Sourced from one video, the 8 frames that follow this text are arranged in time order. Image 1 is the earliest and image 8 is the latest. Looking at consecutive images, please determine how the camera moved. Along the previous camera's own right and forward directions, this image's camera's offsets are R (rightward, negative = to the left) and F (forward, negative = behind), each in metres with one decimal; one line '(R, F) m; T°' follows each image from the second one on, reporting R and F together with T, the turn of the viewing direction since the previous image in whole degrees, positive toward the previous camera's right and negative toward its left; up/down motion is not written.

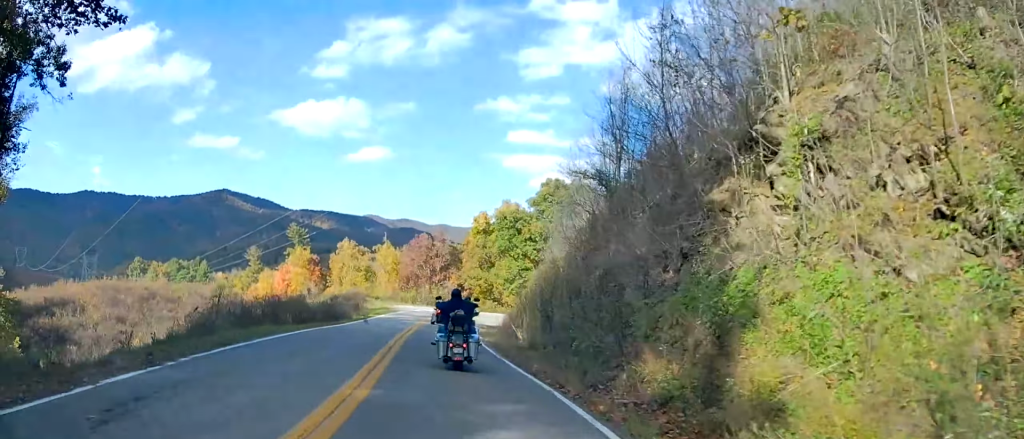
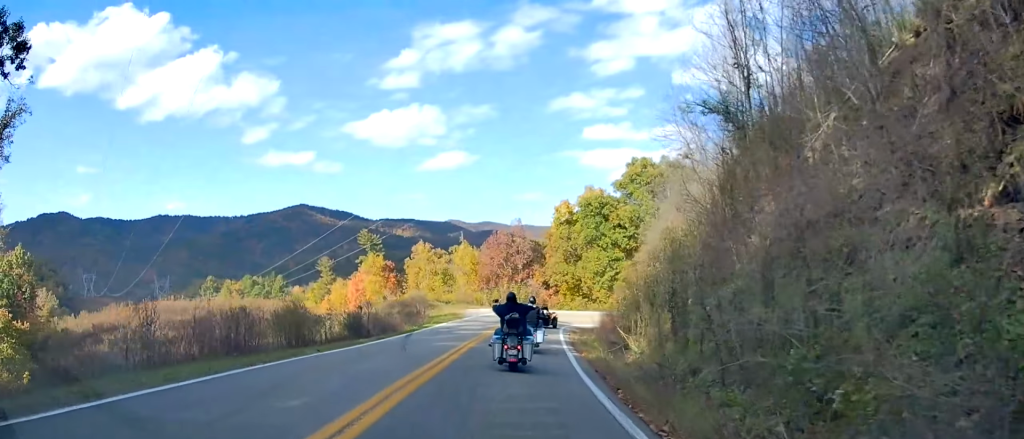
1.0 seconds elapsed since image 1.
(-0.6, +9.0) m; -15°
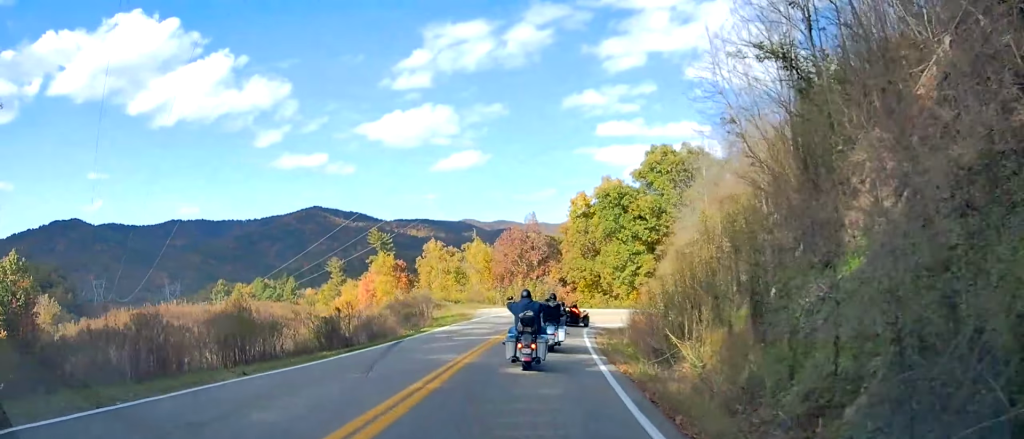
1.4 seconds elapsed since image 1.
(-0.9, +4.4) m; -2°
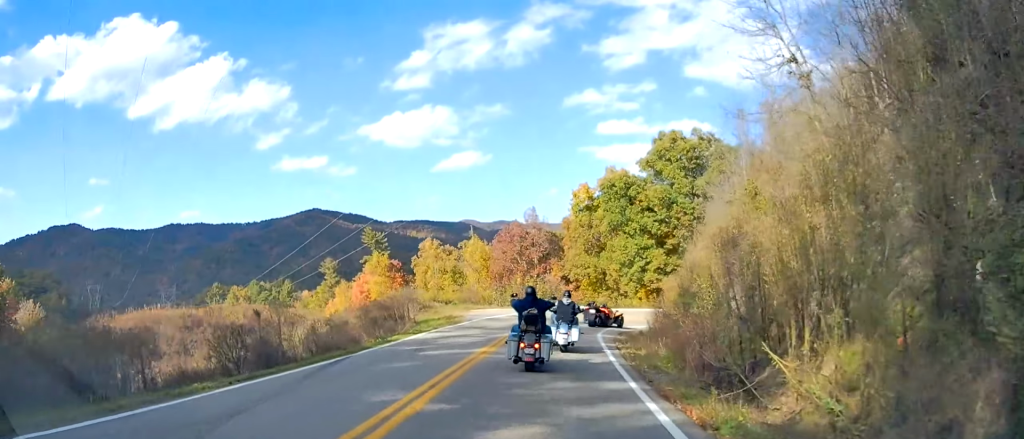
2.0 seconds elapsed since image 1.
(-0.7, +5.4) m; -2°
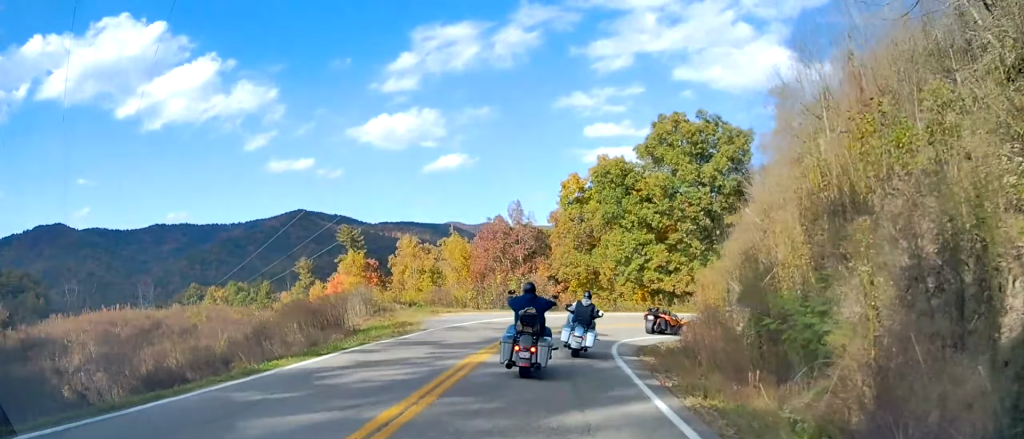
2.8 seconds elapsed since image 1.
(+1.0, +8.0) m; +4°
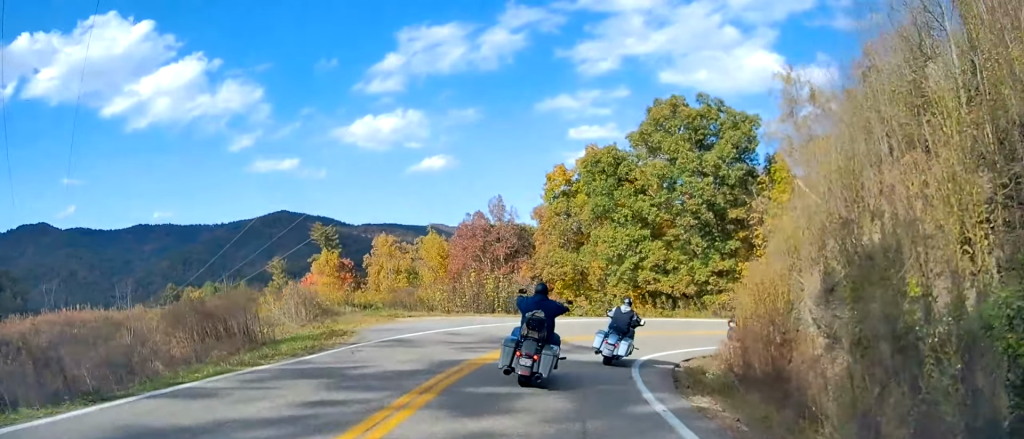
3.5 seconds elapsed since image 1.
(-0.2, +6.5) m; +1°
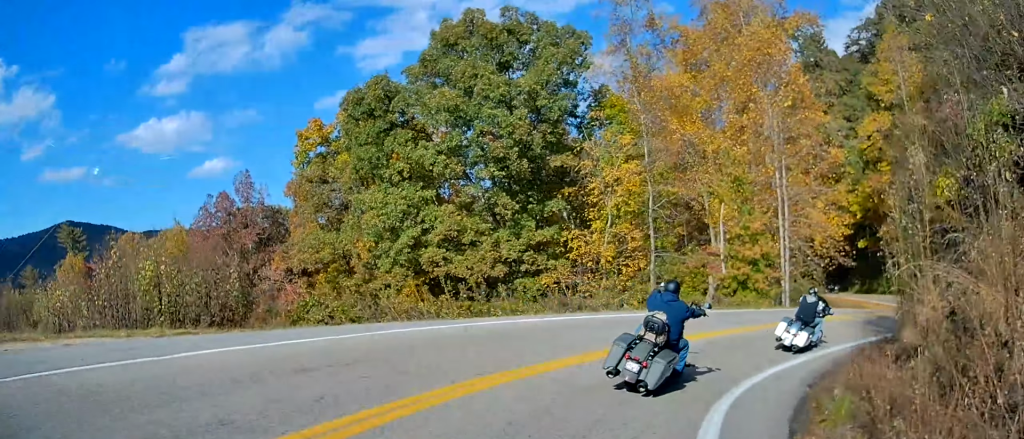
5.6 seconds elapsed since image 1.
(+2.6, +18.1) m; +24°
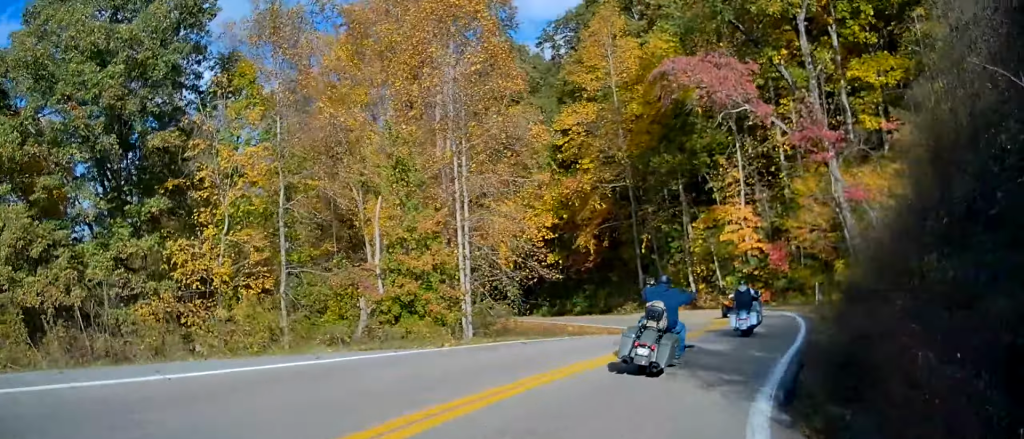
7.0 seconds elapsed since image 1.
(+2.3, +11.9) m; +17°
